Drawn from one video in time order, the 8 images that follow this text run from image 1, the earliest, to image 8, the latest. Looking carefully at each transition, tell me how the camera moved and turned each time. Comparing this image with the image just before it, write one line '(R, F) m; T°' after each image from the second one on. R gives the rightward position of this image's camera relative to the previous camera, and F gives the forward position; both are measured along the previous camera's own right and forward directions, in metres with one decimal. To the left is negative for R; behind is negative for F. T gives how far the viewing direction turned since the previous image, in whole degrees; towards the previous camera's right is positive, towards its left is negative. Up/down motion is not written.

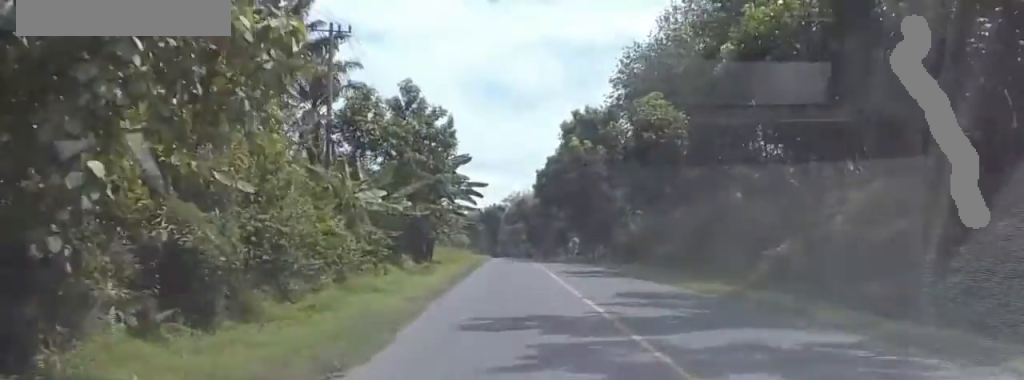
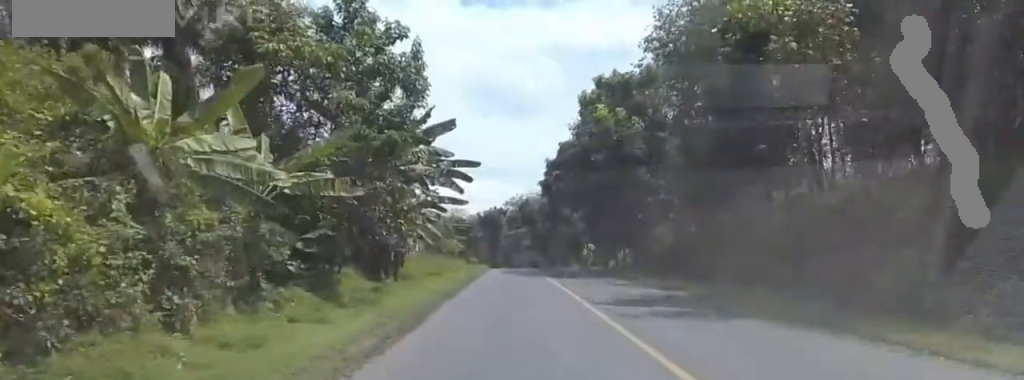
(0.0, +16.5) m; -2°
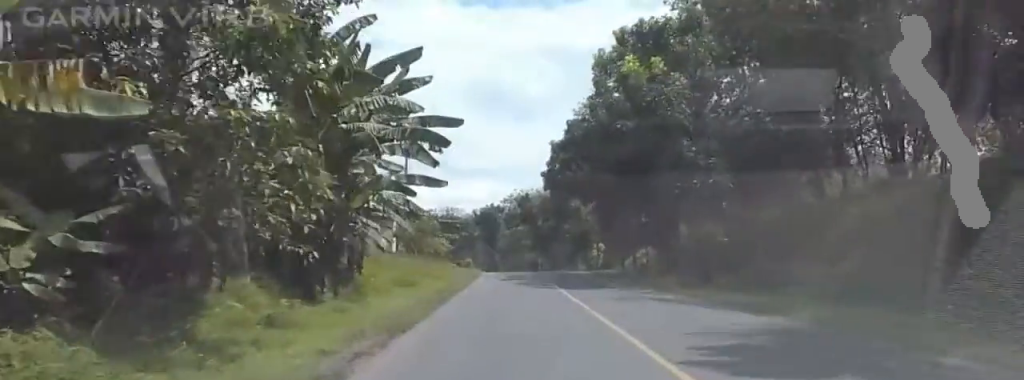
(-0.4, +11.8) m; -6°
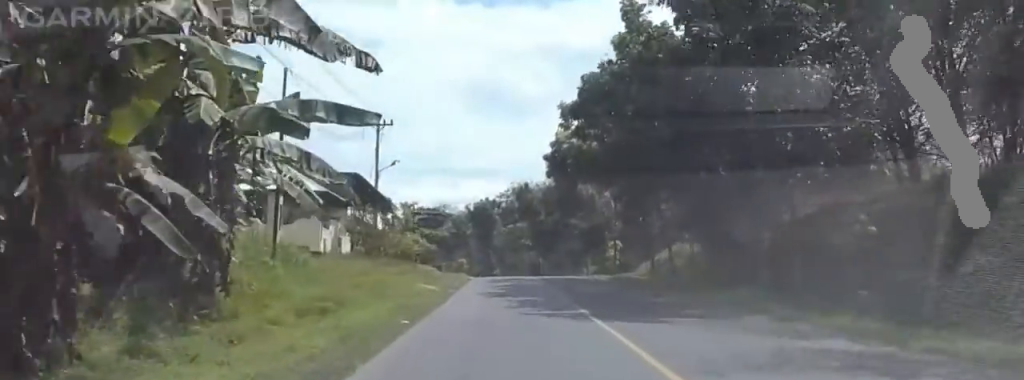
(-1.1, +15.0) m; -5°
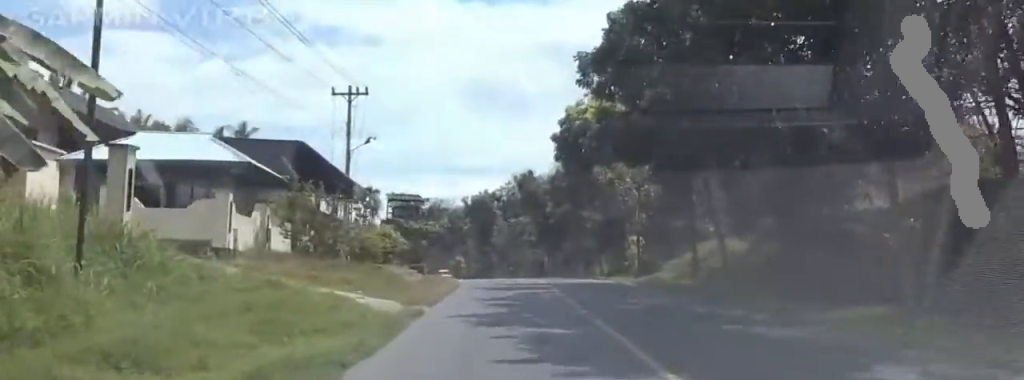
(-0.1, +11.8) m; -1°
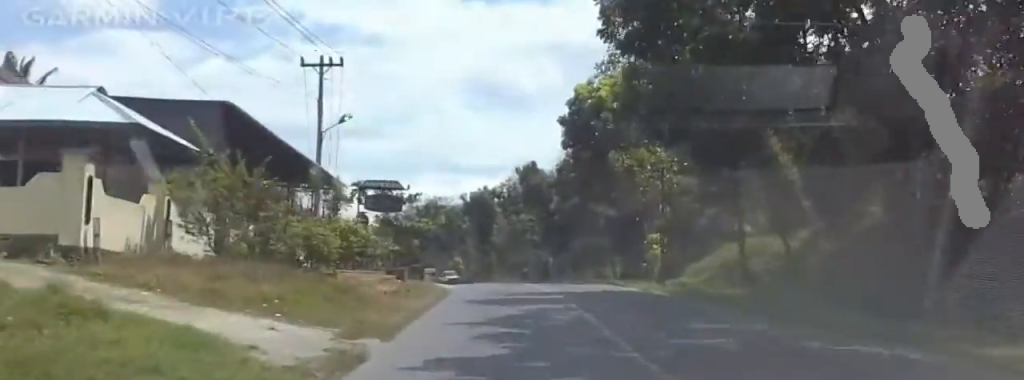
(0.0, +8.3) m; -1°
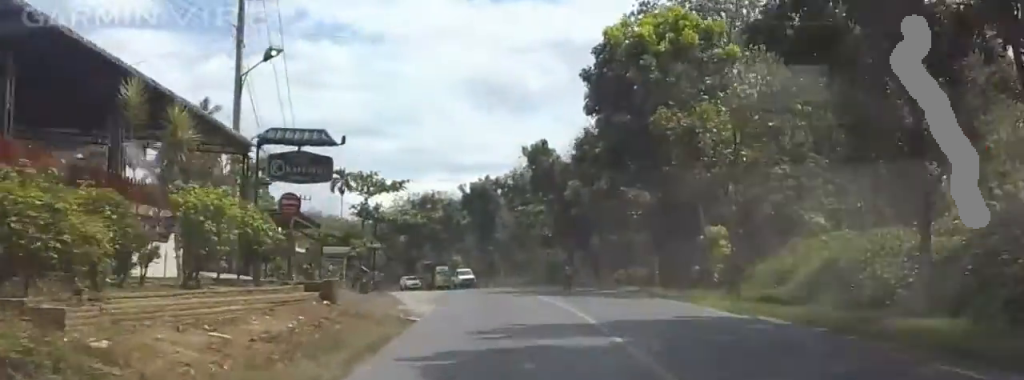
(-0.2, +14.2) m; -4°
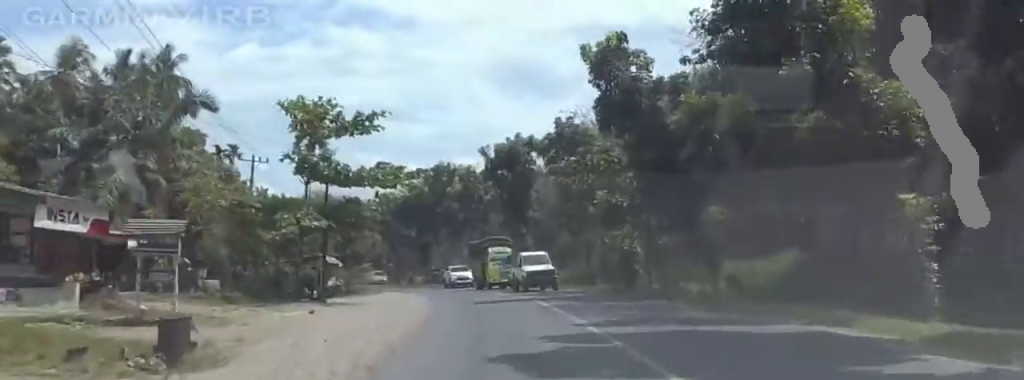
(-1.6, +28.1) m; -4°
